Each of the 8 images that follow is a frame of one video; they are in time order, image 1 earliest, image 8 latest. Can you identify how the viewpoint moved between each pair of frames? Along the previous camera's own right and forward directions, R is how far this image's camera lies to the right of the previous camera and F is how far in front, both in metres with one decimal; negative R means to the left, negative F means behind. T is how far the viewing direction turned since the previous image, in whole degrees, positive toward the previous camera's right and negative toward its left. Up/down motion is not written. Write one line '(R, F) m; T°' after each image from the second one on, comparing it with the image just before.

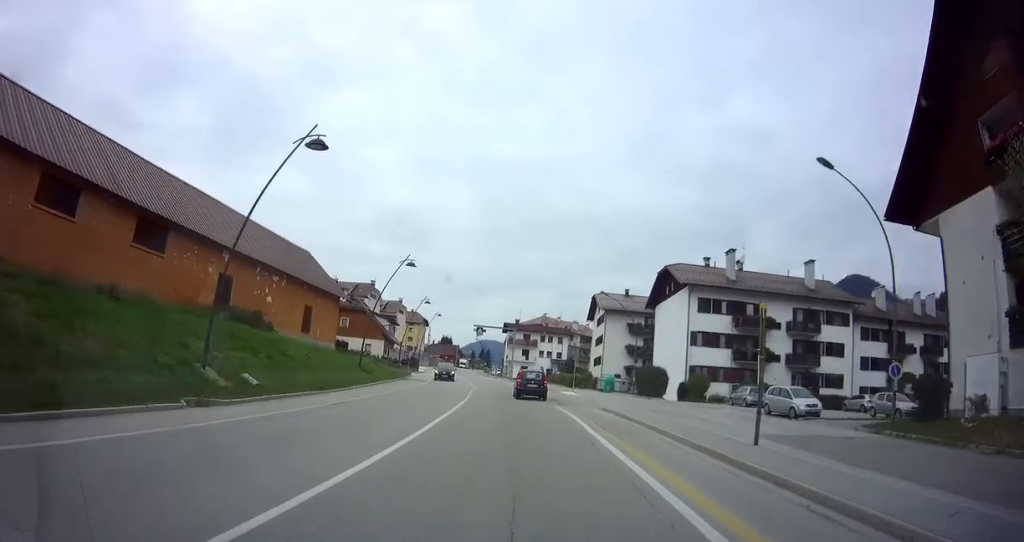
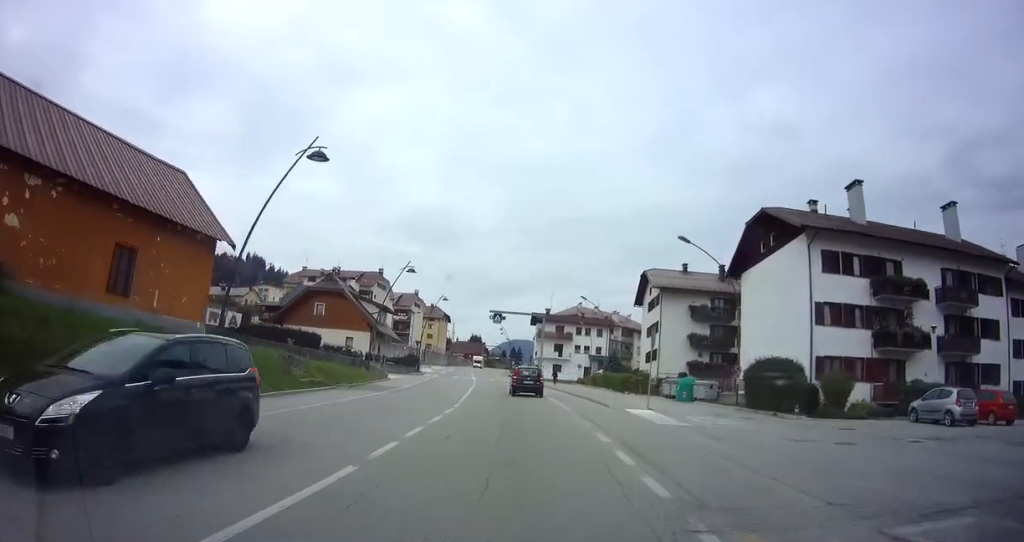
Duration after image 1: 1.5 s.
(-0.7, +18.6) m; -3°
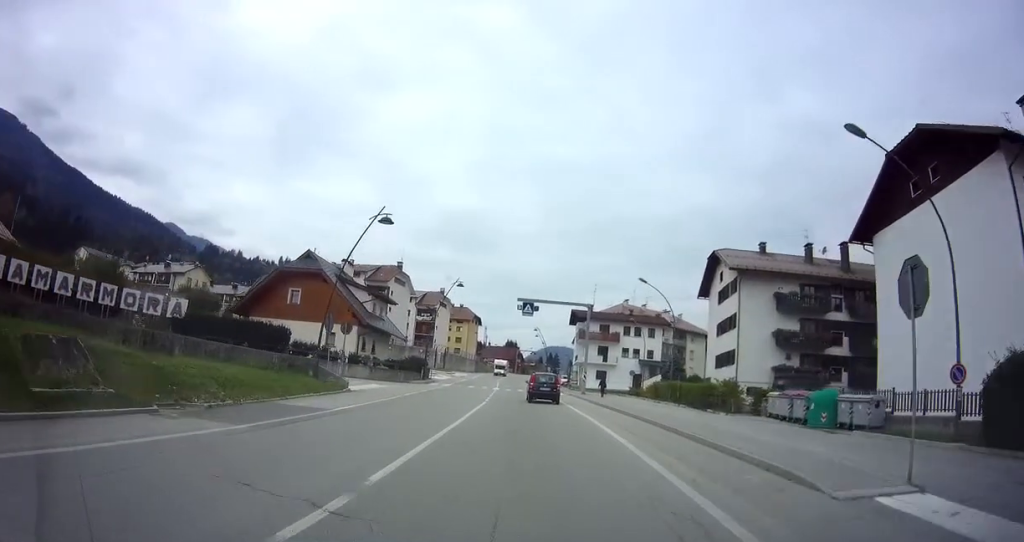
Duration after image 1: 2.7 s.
(-0.3, +14.4) m; -2°
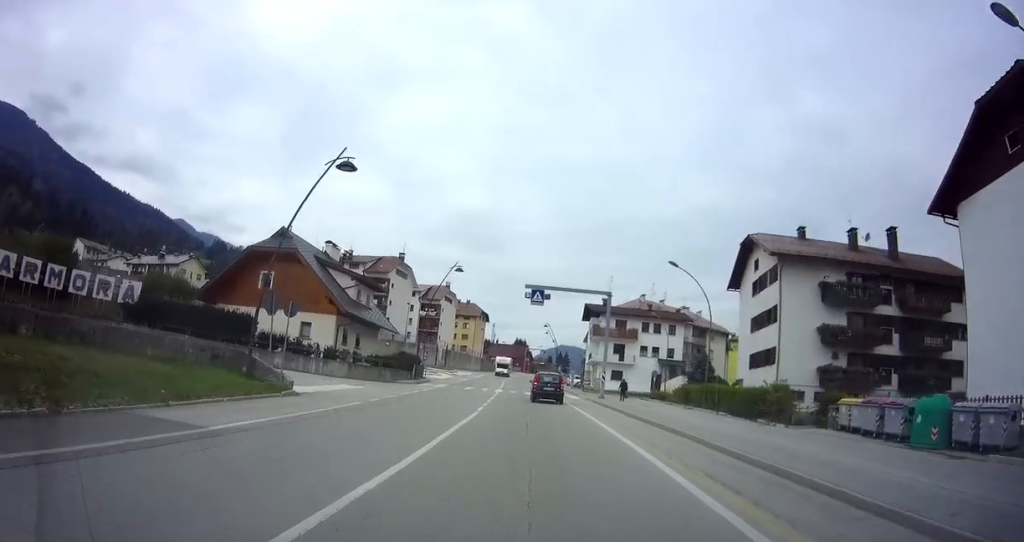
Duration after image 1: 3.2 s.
(-0.1, +7.0) m; -1°
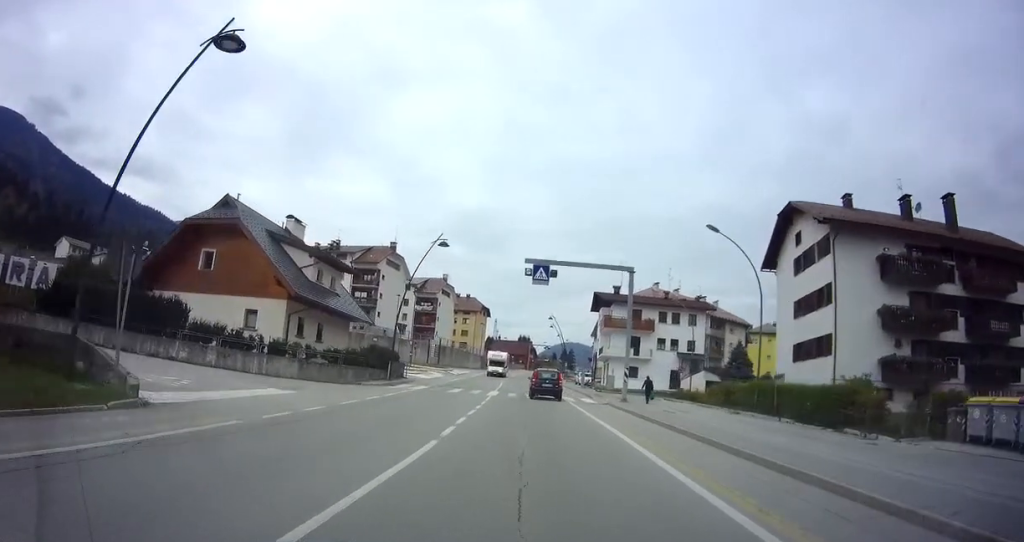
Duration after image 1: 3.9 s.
(0.0, +7.8) m; 0°
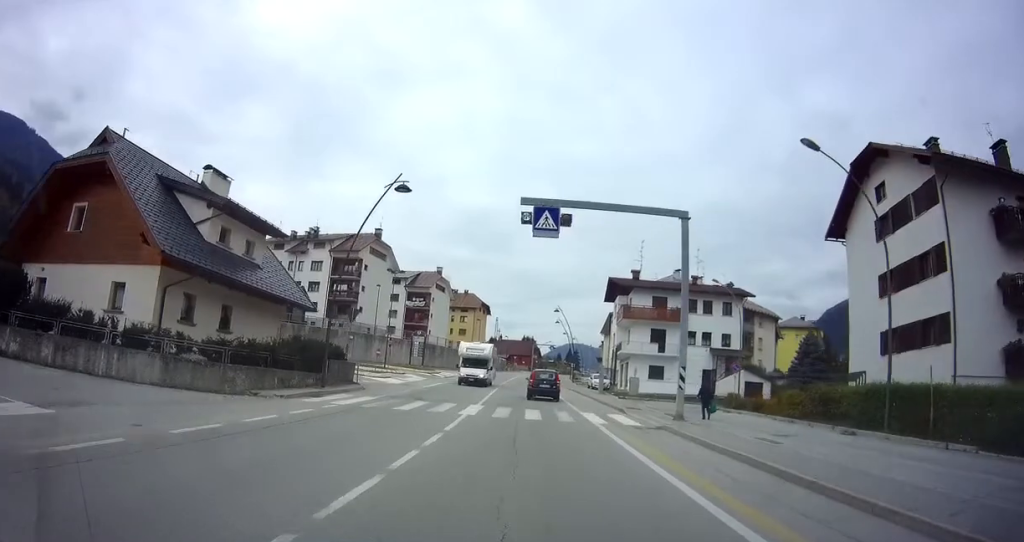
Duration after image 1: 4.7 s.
(0.0, +10.6) m; 0°
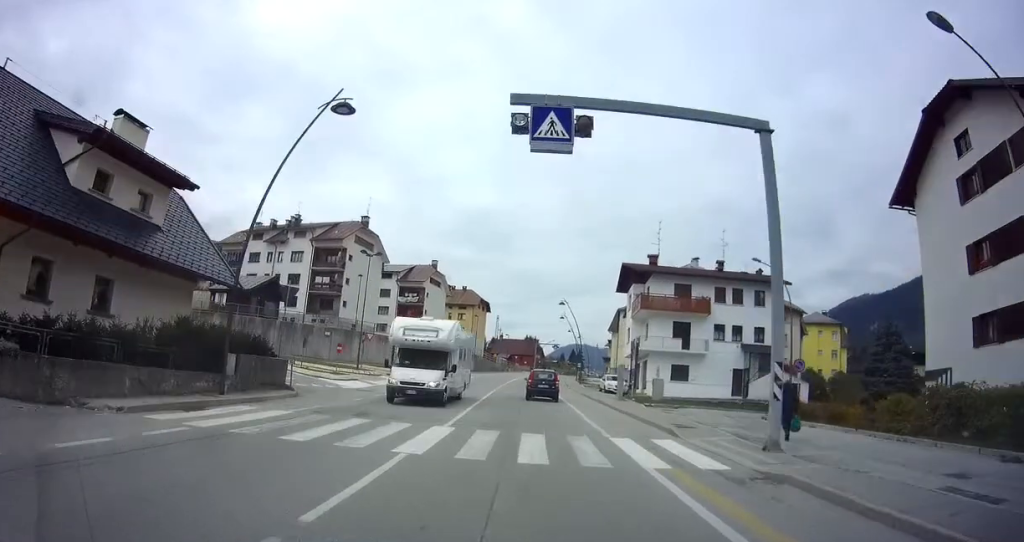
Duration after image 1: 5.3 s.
(0.0, +7.4) m; -1°
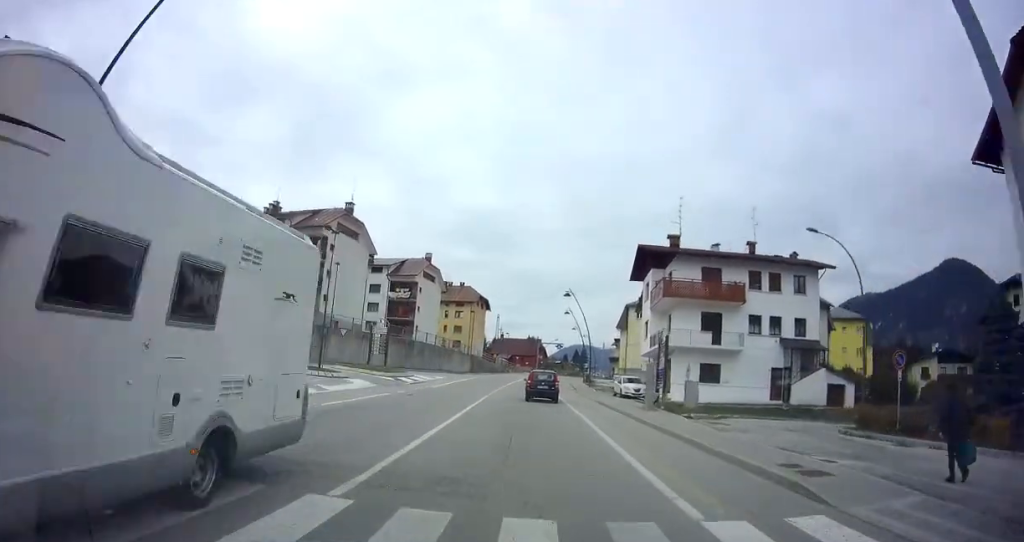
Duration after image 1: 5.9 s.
(0.0, +7.1) m; -1°
